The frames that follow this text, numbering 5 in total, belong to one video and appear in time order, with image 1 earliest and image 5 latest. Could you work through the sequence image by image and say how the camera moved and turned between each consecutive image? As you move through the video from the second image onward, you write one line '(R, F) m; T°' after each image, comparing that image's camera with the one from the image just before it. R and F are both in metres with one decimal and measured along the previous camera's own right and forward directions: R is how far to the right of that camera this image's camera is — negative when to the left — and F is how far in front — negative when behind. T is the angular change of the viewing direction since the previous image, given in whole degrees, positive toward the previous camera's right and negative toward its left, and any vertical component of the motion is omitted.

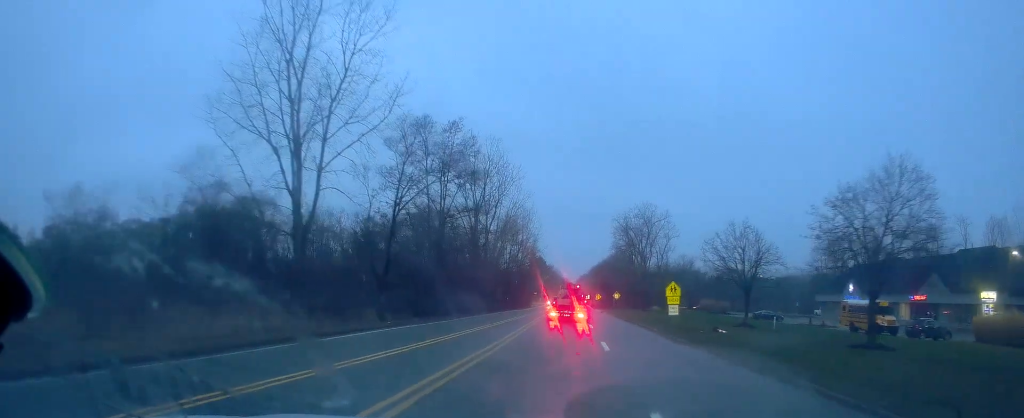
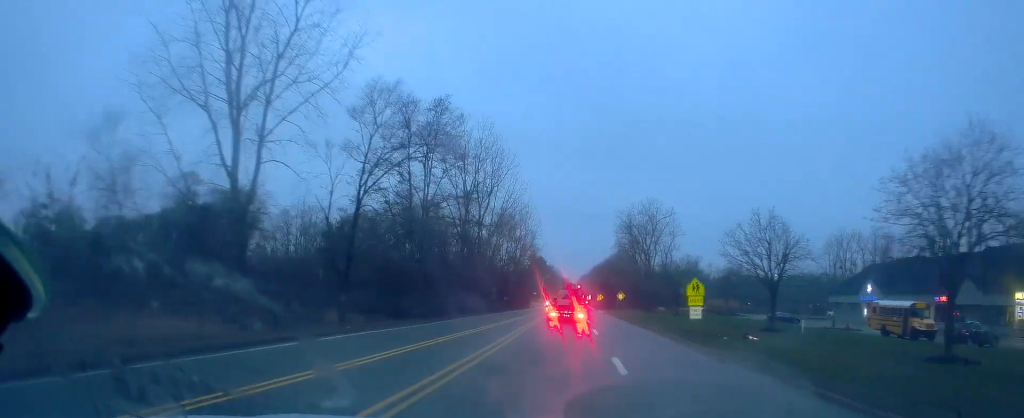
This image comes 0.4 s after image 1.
(+0.2, +6.4) m; 0°
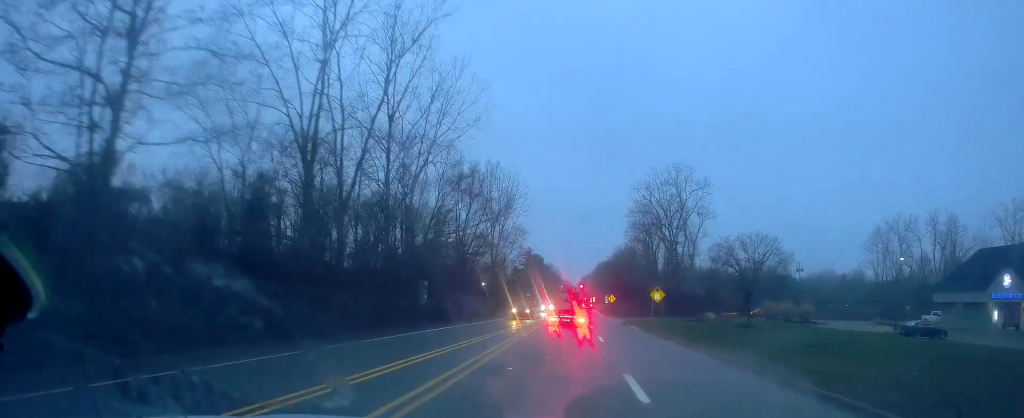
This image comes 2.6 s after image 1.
(-0.8, +34.1) m; -2°
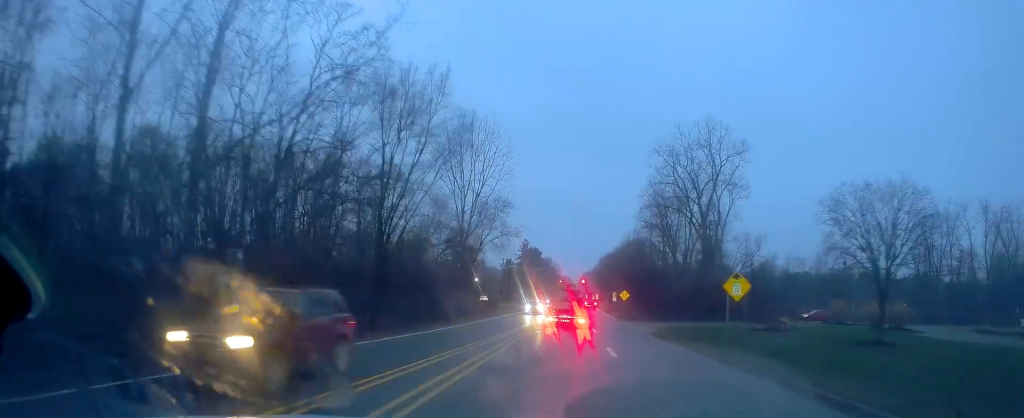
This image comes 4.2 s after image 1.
(0.0, +23.9) m; 0°
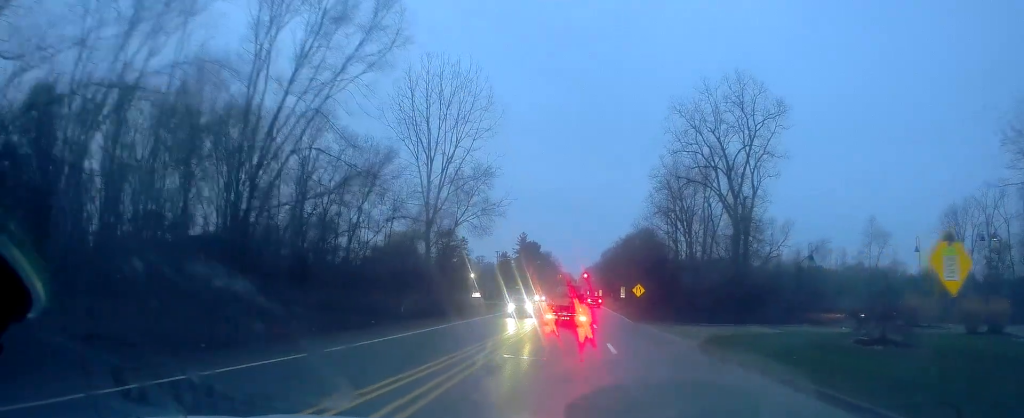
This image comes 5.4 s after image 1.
(-0.1, +16.0) m; +1°
